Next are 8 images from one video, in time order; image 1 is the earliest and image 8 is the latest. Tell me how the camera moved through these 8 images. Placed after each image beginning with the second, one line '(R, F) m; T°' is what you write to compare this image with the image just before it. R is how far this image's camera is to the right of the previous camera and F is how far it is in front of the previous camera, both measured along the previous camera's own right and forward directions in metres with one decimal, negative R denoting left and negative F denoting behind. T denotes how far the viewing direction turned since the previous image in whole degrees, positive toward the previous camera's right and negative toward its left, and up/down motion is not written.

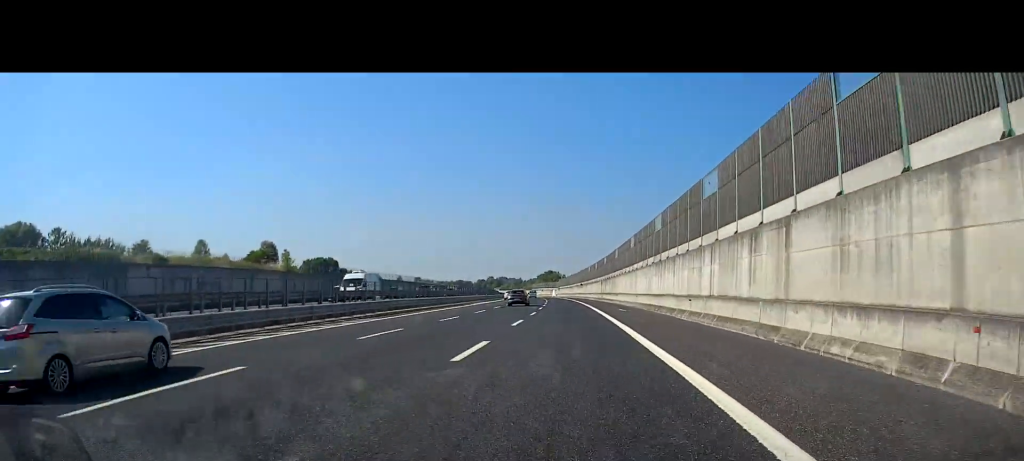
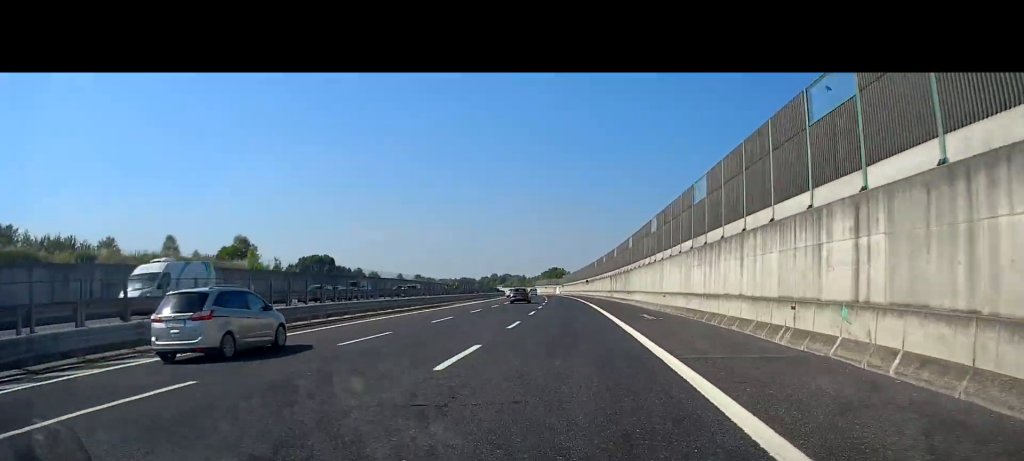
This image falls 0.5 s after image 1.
(+0.2, +13.0) m; 0°
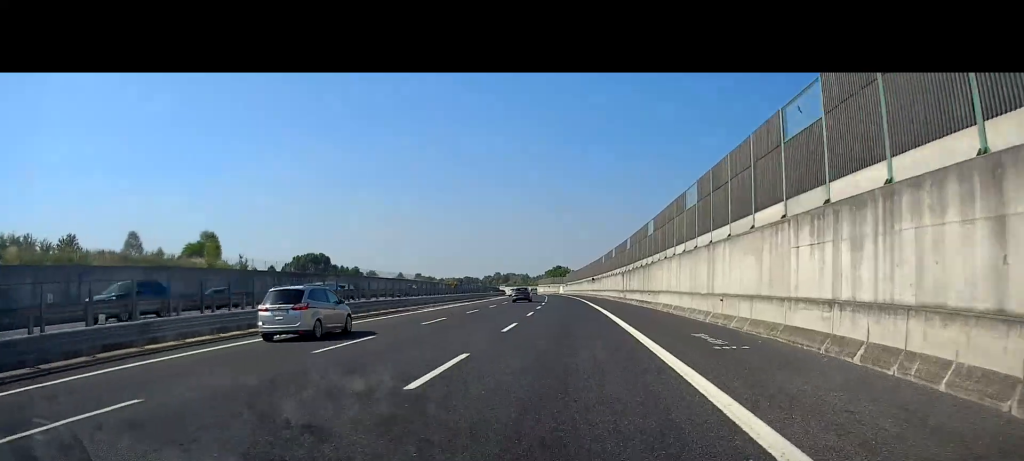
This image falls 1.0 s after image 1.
(-0.2, +13.0) m; -1°
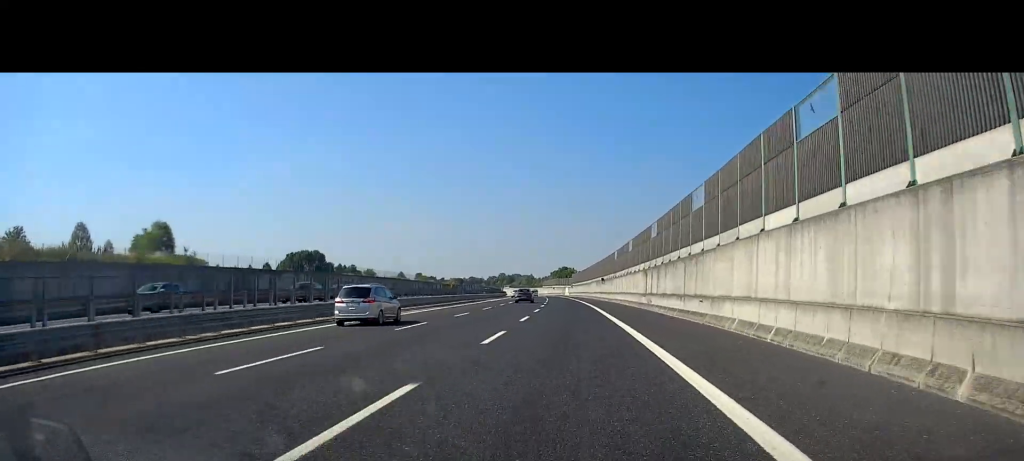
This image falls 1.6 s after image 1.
(-0.1, +15.7) m; -1°
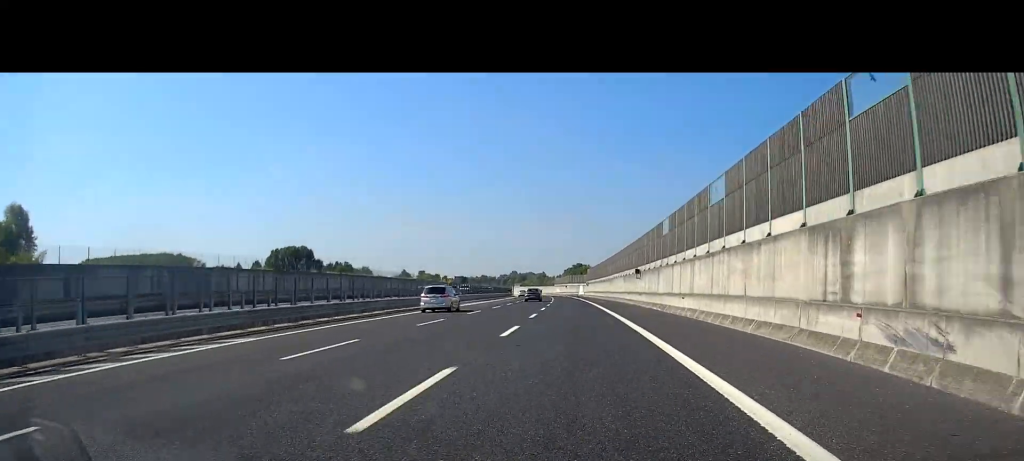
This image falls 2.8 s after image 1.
(-0.6, +32.3) m; -2°
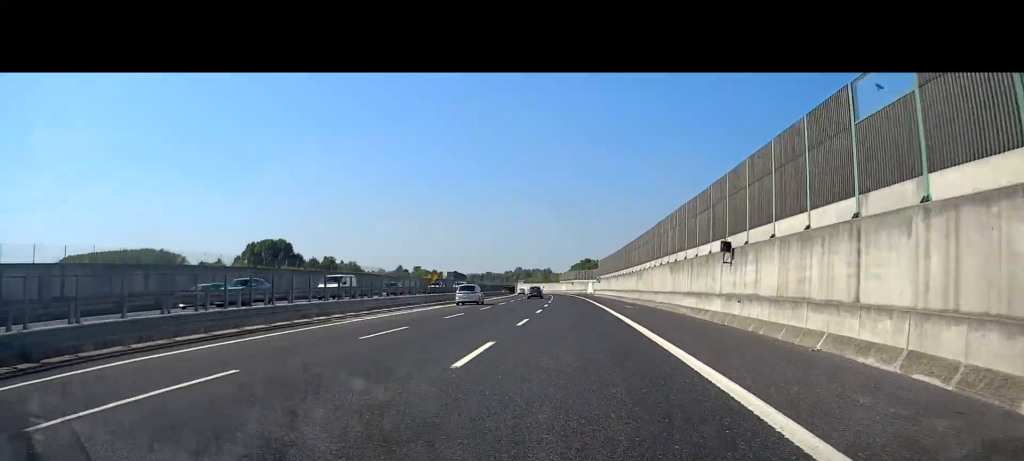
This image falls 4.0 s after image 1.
(-0.3, +30.1) m; -1°
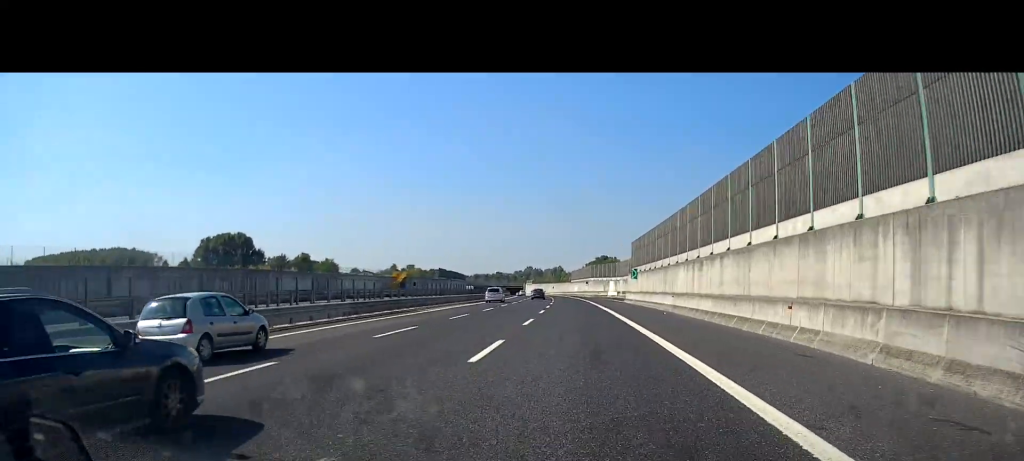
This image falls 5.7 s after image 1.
(-0.2, +45.8) m; -1°
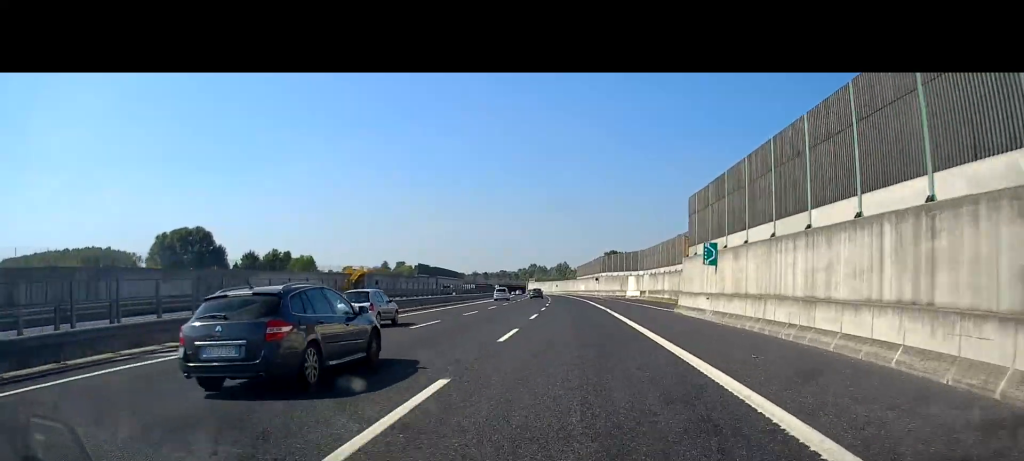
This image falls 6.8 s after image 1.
(-0.2, +30.7) m; -1°
